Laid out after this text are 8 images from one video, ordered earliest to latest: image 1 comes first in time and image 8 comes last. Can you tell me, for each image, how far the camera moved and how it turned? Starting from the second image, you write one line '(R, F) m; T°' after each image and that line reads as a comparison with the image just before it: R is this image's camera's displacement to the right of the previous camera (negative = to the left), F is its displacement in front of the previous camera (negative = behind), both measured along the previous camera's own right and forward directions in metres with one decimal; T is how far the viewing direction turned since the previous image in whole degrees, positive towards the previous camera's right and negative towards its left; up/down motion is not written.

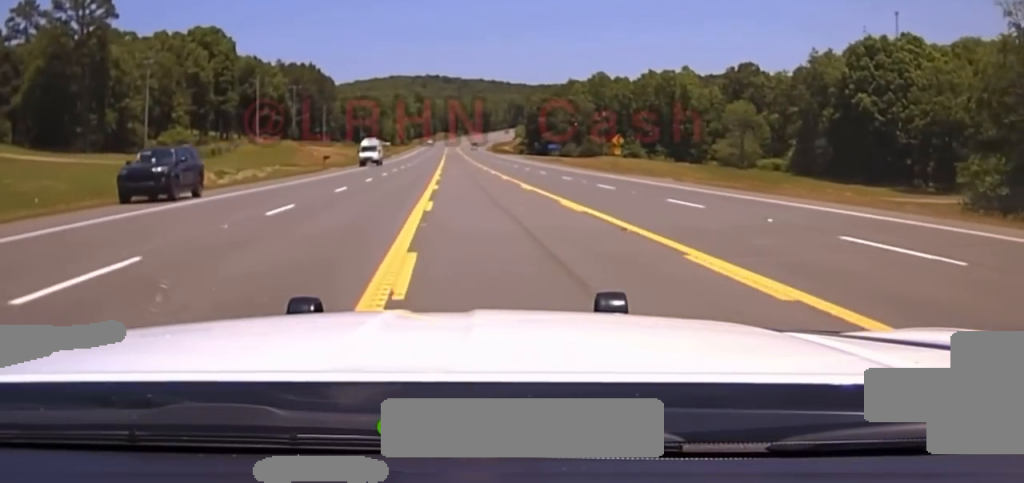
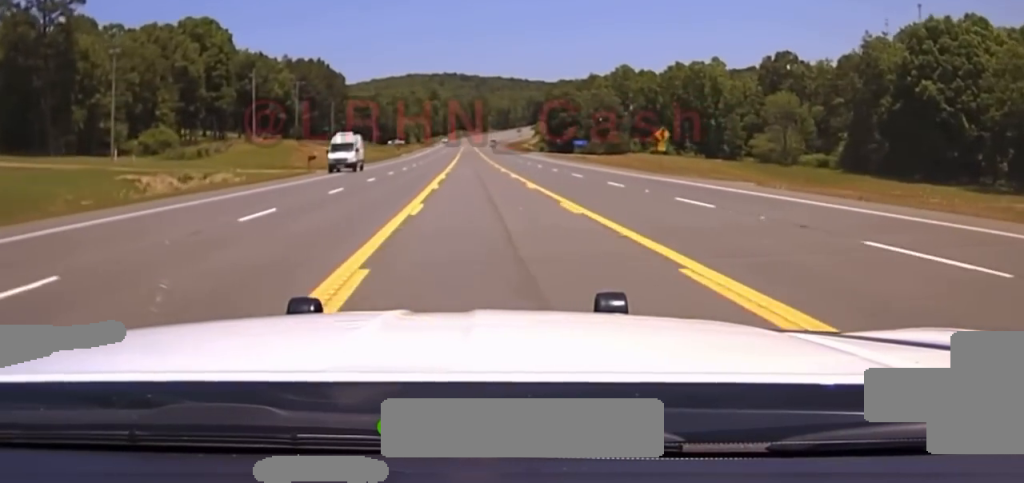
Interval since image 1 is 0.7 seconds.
(-0.3, +14.0) m; -1°
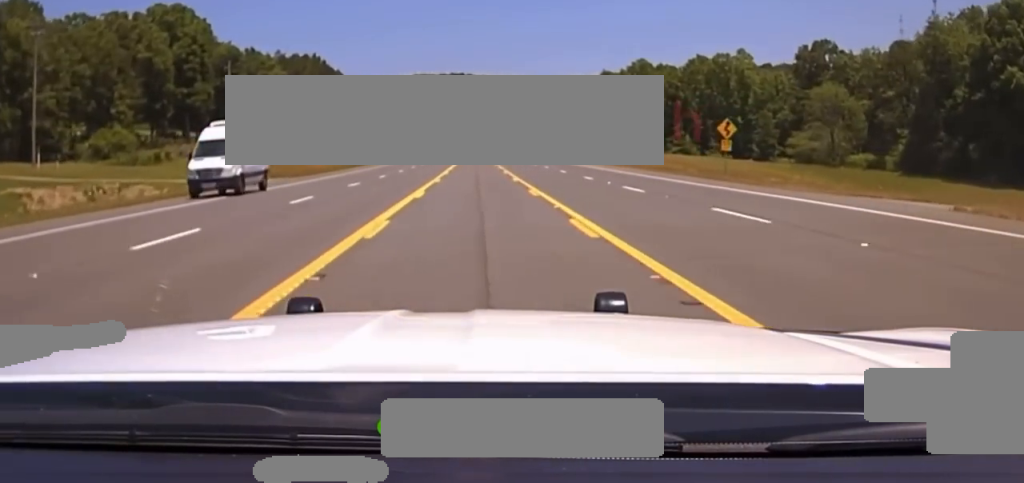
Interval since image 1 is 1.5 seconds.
(-0.2, +16.5) m; 0°
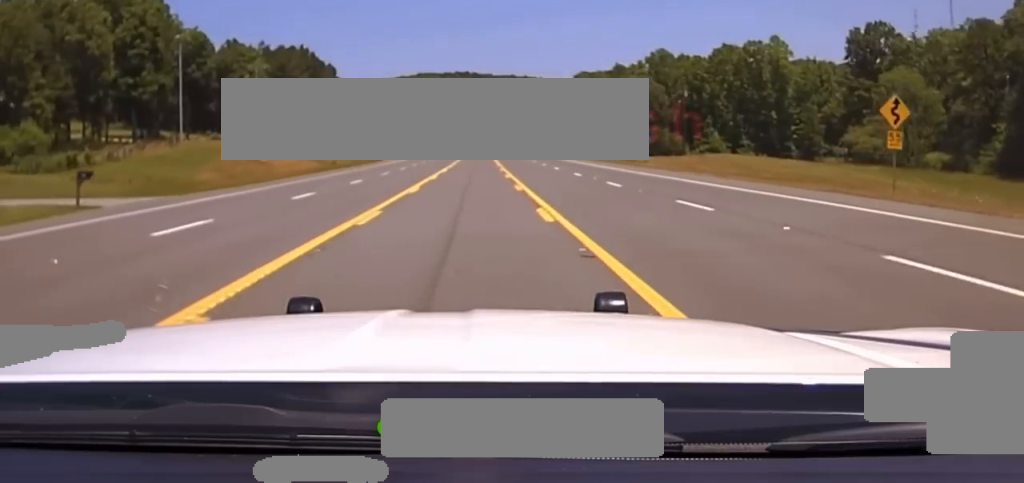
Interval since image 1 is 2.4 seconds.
(+0.1, +18.2) m; 0°
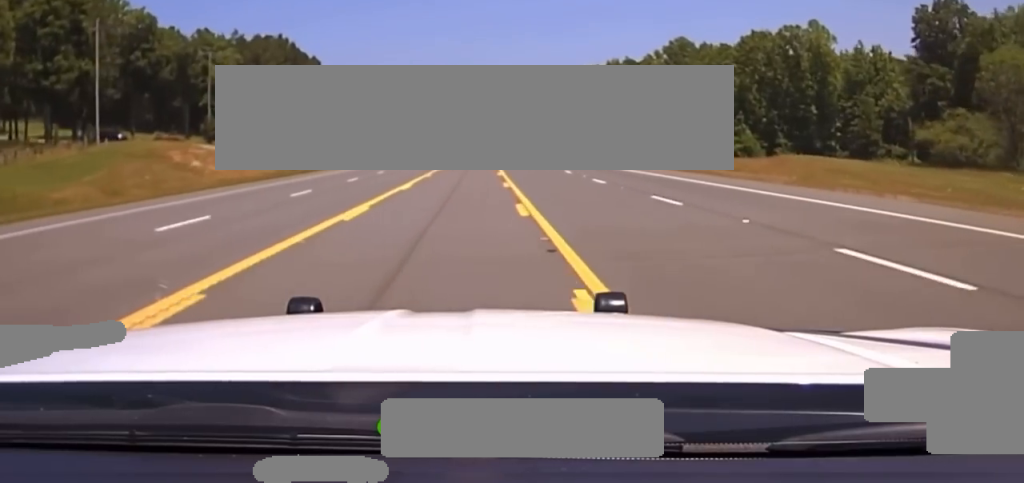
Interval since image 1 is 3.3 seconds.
(0.0, +18.8) m; -1°
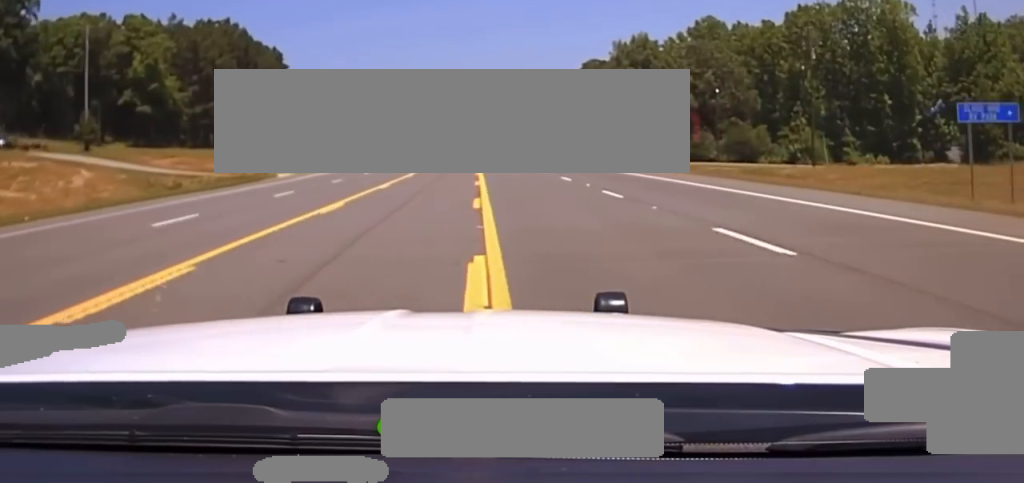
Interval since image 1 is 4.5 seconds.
(-0.2, +29.9) m; 0°
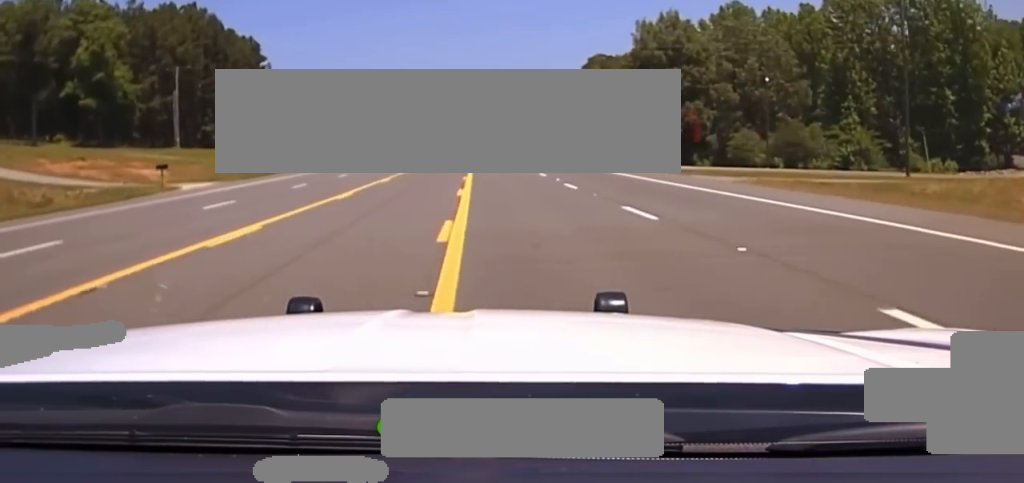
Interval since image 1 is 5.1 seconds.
(+0.2, +18.2) m; 0°
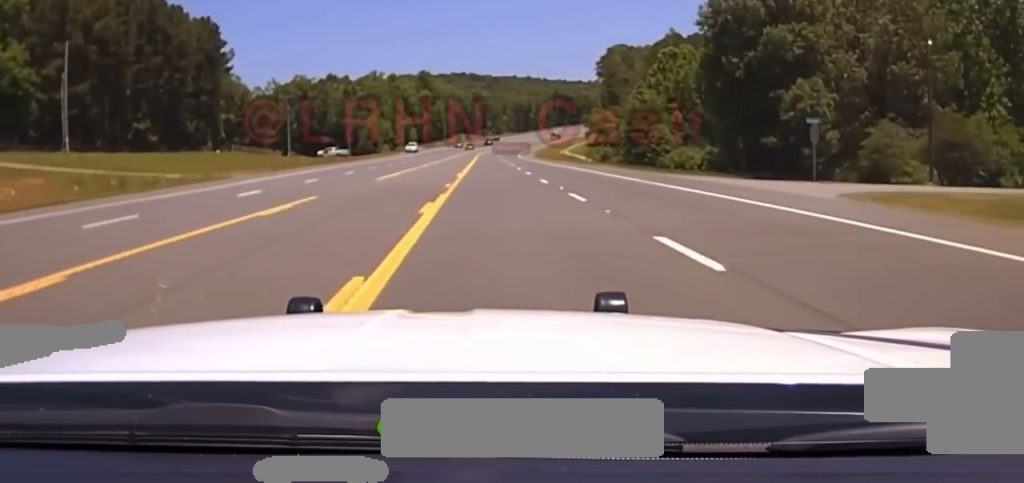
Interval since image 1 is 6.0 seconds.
(+0.1, +30.7) m; 0°
